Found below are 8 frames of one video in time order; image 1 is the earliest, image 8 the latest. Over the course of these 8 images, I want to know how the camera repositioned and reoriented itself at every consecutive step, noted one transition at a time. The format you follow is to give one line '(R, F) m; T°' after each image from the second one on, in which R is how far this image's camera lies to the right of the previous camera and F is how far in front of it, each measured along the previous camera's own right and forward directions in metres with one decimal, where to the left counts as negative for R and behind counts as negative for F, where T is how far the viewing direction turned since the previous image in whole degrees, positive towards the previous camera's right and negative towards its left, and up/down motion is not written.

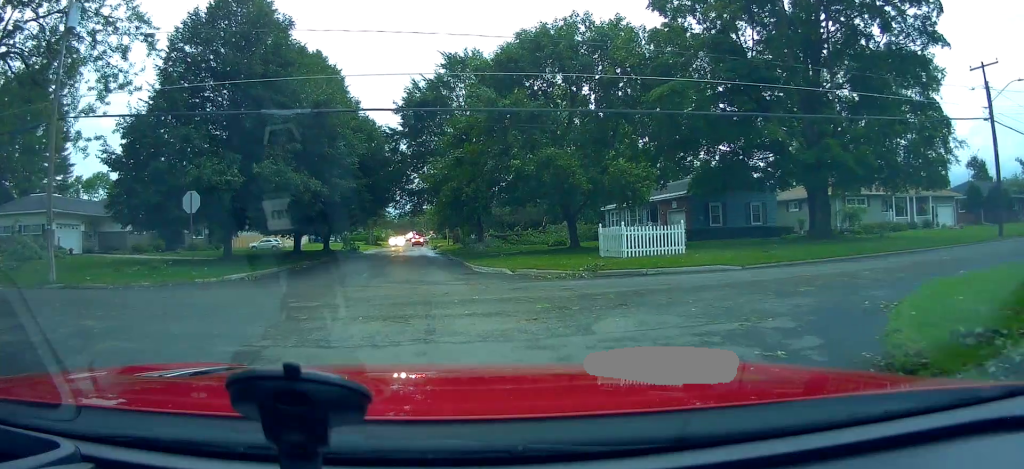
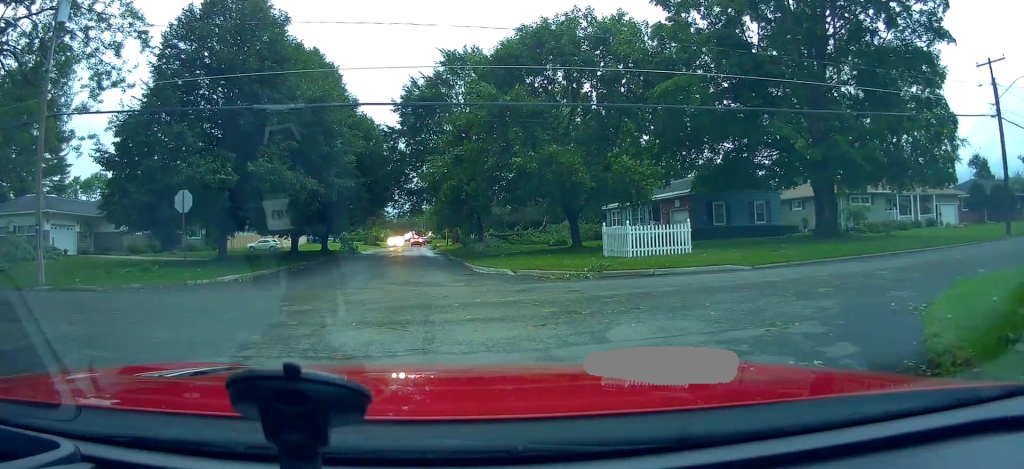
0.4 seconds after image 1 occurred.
(+0.1, +0.7) m; 0°
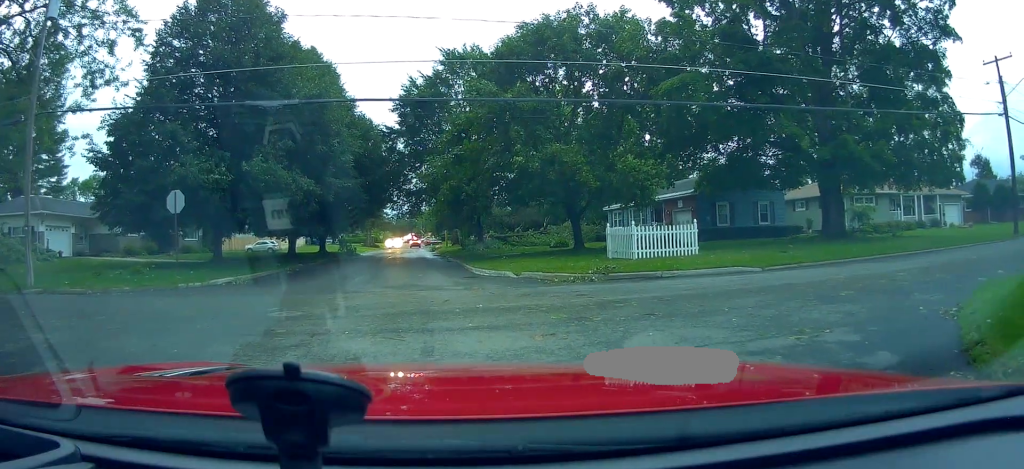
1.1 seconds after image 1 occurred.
(-0.3, +0.7) m; 0°
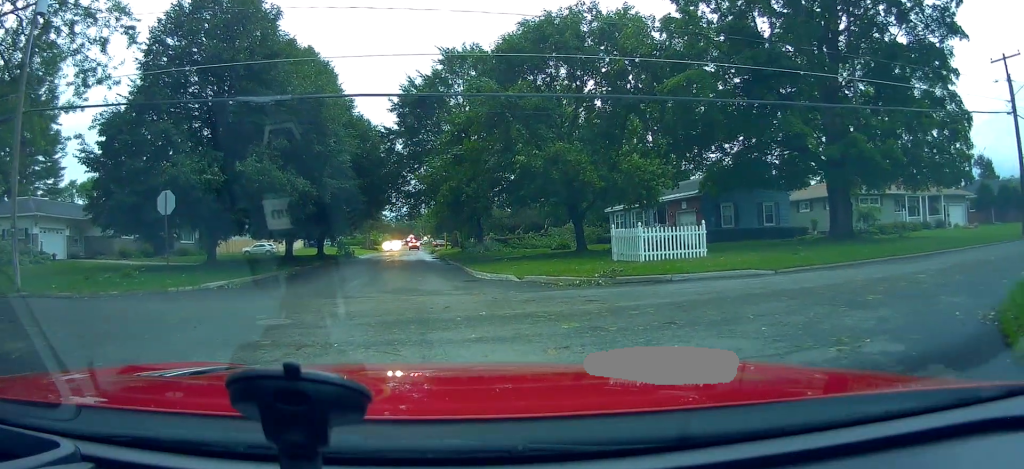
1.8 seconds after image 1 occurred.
(-0.4, +0.5) m; +1°
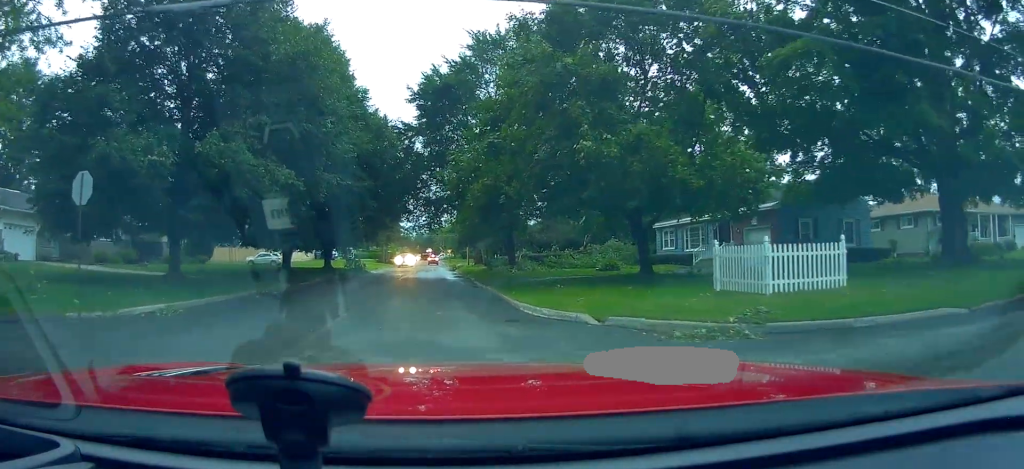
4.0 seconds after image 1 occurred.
(+0.2, +5.5) m; 0°
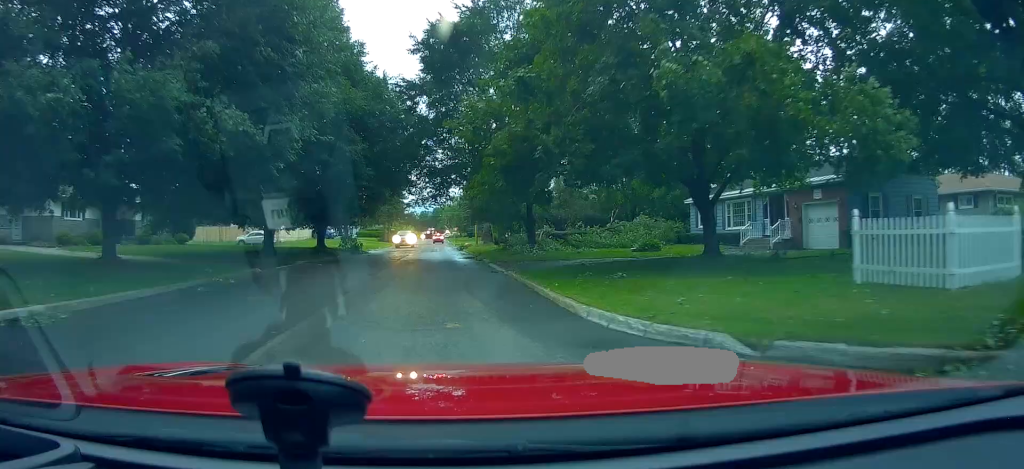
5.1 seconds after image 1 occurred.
(-0.2, +5.2) m; -5°
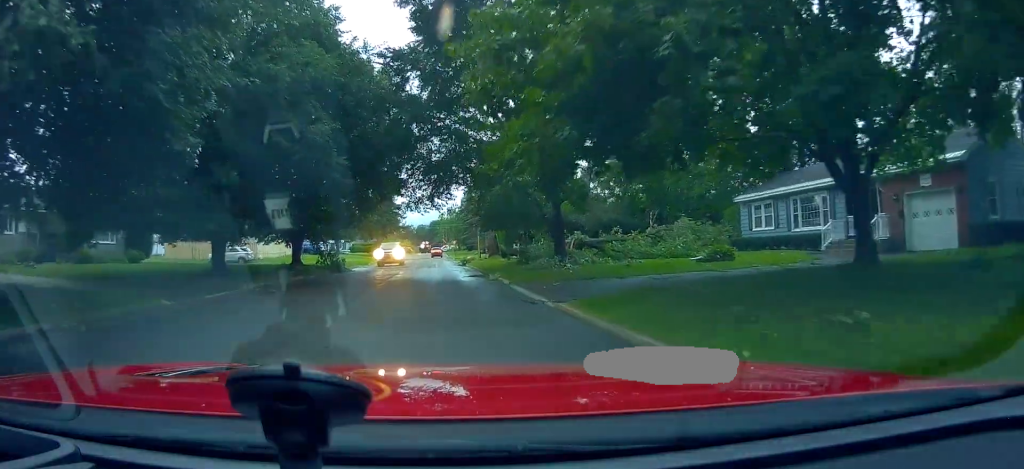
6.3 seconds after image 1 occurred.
(-0.4, +6.8) m; -2°
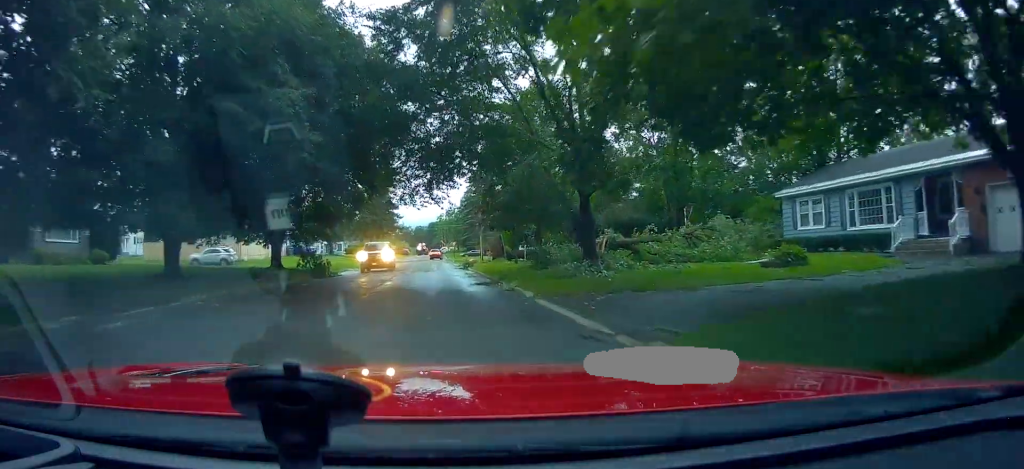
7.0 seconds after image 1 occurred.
(+0.1, +3.7) m; +2°
